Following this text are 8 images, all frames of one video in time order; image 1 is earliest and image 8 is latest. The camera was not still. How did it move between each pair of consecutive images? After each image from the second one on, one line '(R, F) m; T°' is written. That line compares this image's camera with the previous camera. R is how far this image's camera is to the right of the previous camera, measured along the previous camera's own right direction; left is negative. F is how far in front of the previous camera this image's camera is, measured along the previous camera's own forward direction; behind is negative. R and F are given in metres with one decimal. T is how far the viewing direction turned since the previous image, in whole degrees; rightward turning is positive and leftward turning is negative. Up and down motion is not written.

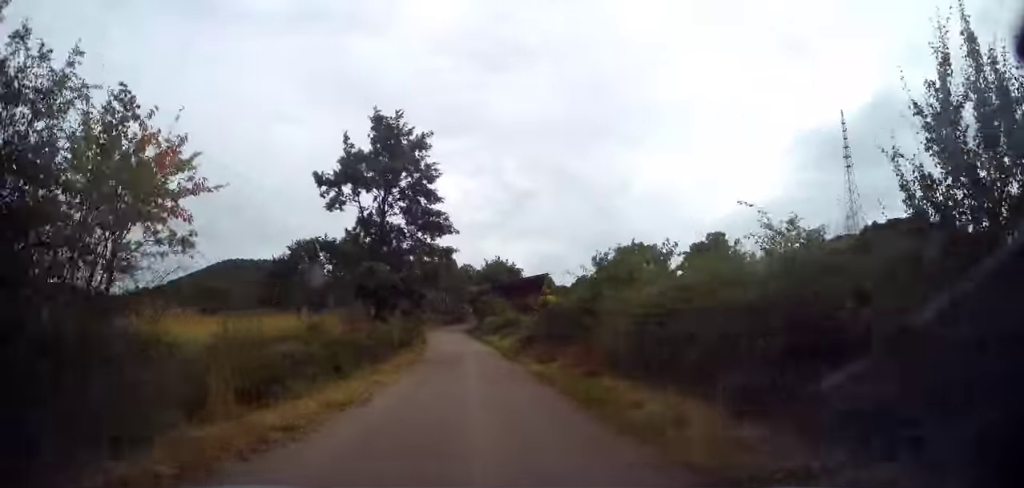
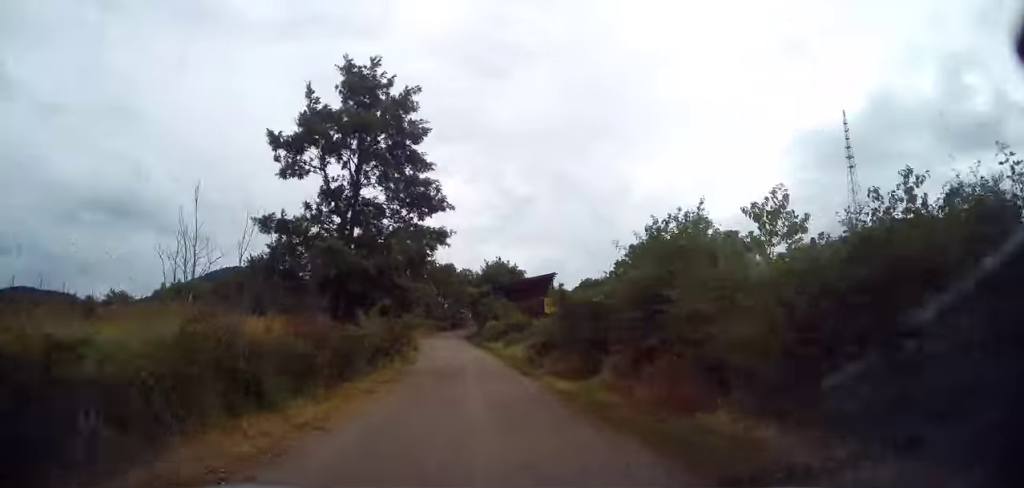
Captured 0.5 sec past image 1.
(-0.1, +4.9) m; 0°
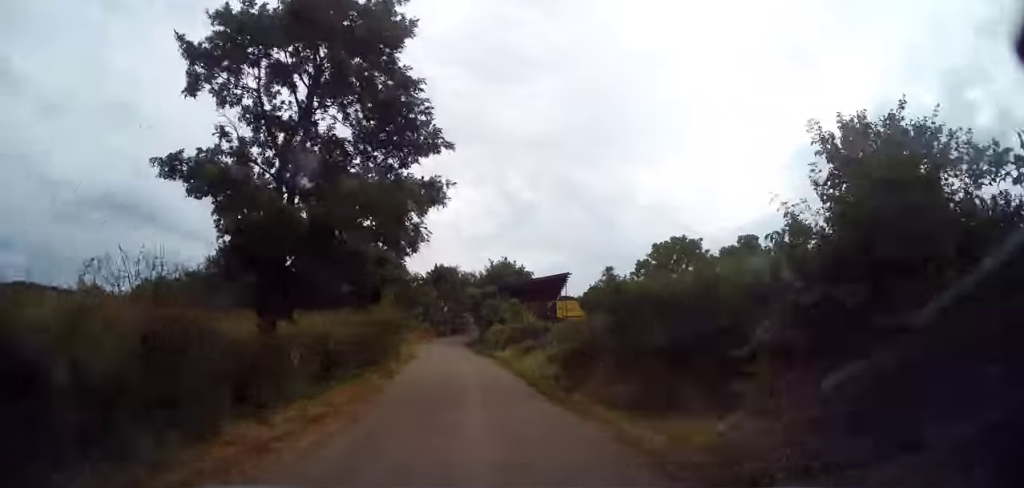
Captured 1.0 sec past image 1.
(+0.2, +5.8) m; 0°
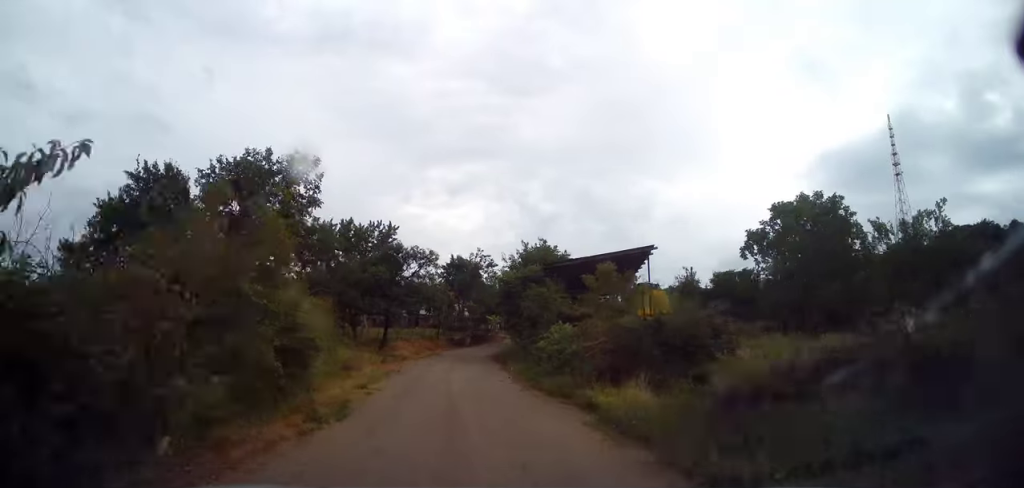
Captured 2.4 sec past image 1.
(-0.2, +15.8) m; -1°
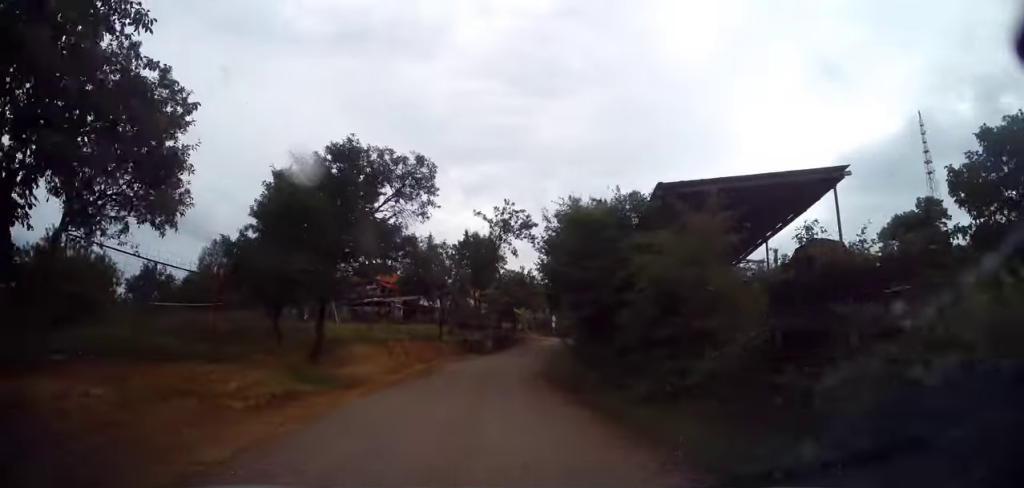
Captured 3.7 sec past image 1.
(-0.2, +14.0) m; -2°
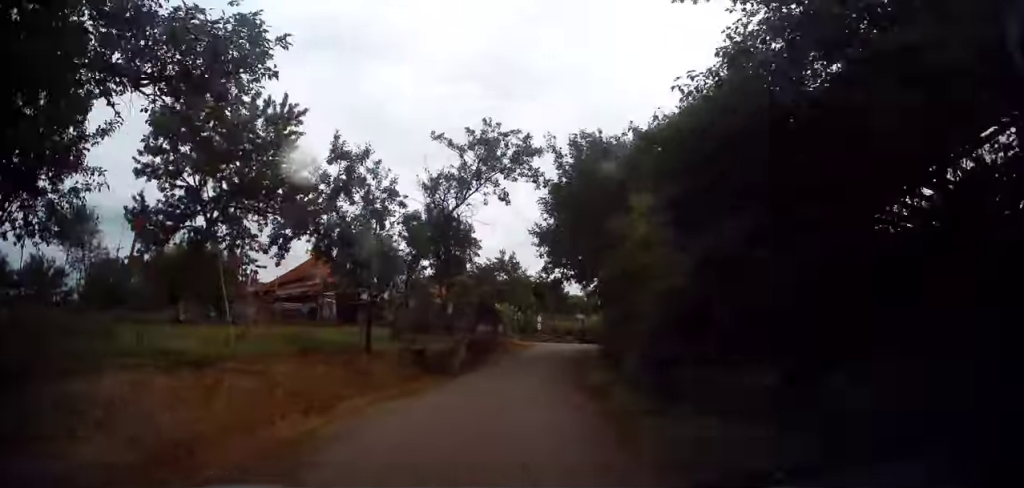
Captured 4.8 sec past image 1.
(-0.1, +10.4) m; +2°
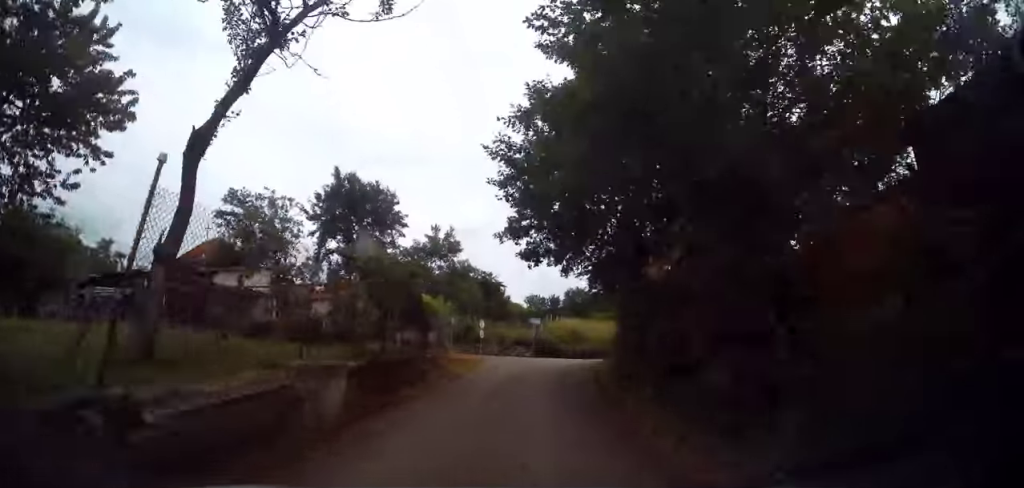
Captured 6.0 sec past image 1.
(+0.7, +9.4) m; +8°
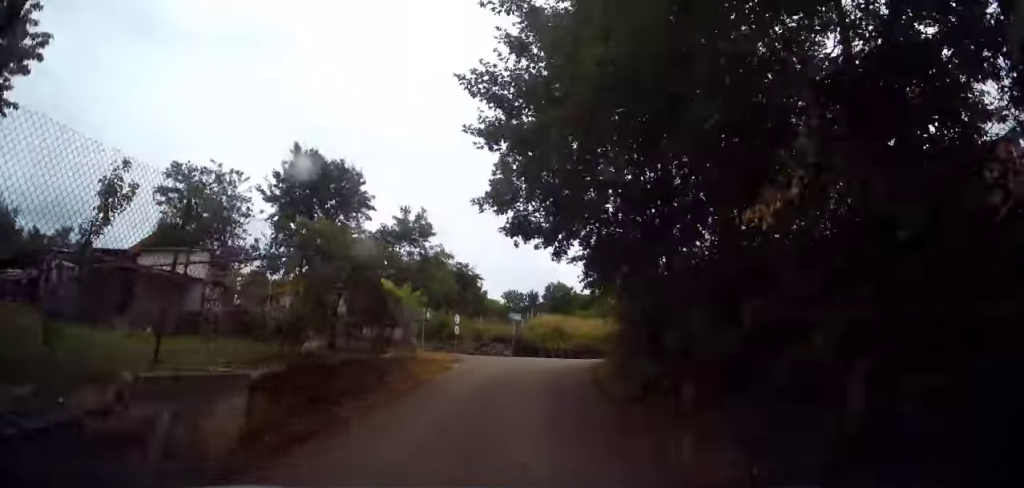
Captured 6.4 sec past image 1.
(+0.1, +2.9) m; +3°
